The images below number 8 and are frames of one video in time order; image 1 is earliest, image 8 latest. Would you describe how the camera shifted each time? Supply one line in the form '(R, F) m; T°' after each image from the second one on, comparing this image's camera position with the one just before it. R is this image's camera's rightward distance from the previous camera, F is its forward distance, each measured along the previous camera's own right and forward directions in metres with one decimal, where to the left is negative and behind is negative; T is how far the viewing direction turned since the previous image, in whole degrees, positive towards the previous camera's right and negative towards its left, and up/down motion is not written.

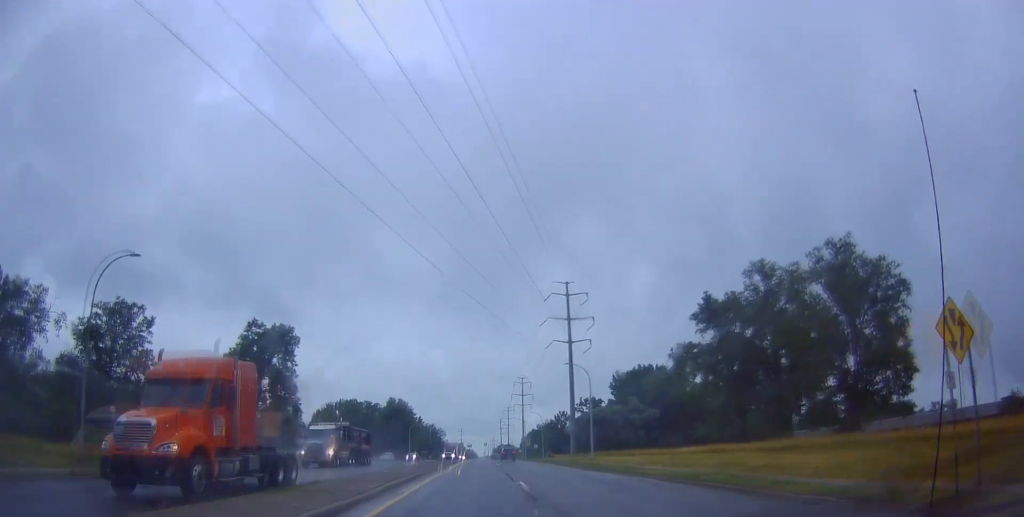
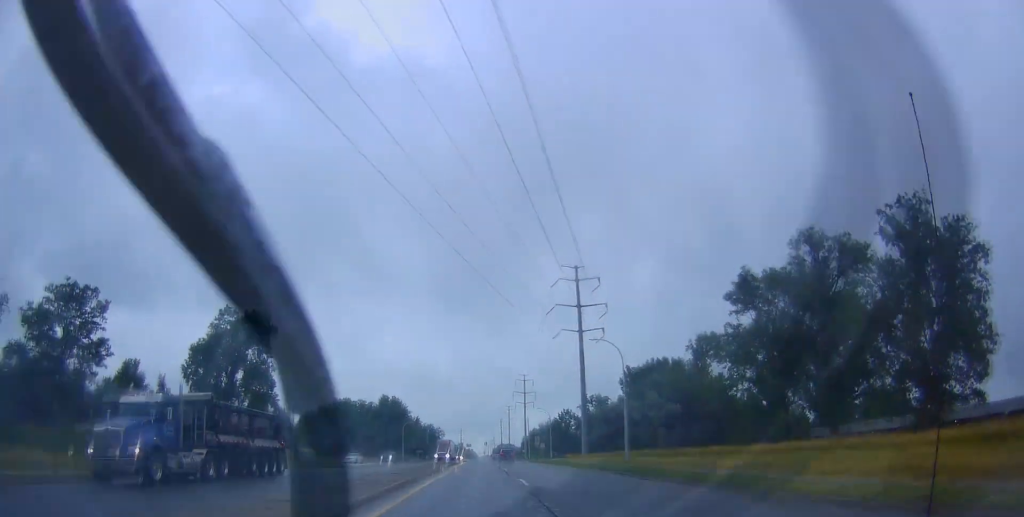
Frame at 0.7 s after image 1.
(-0.1, +13.5) m; 0°
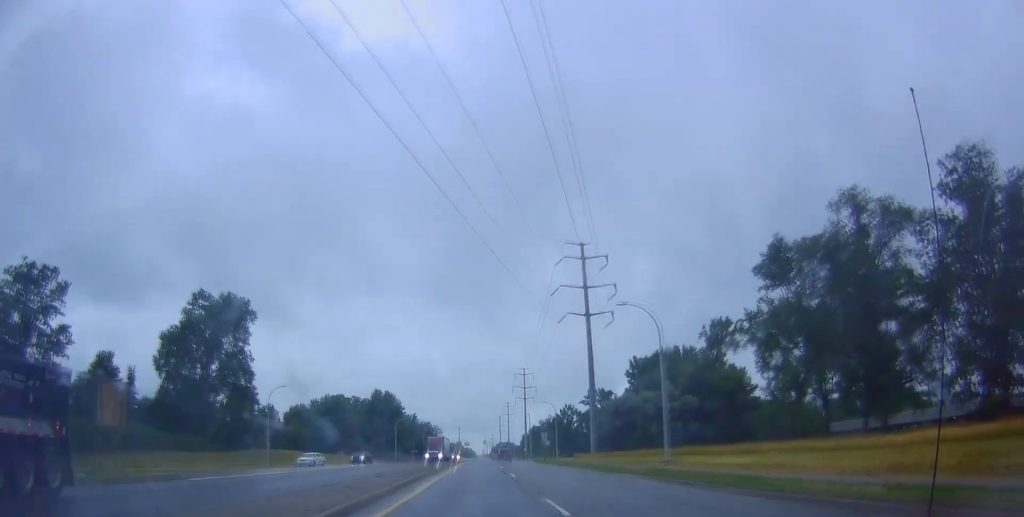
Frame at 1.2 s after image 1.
(+0.3, +9.6) m; +1°
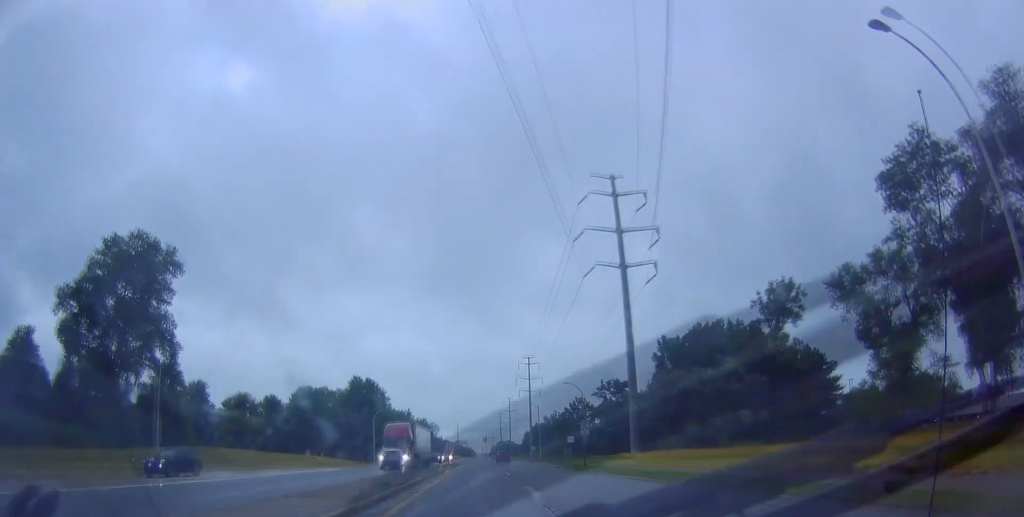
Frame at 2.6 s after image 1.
(-0.1, +26.4) m; 0°
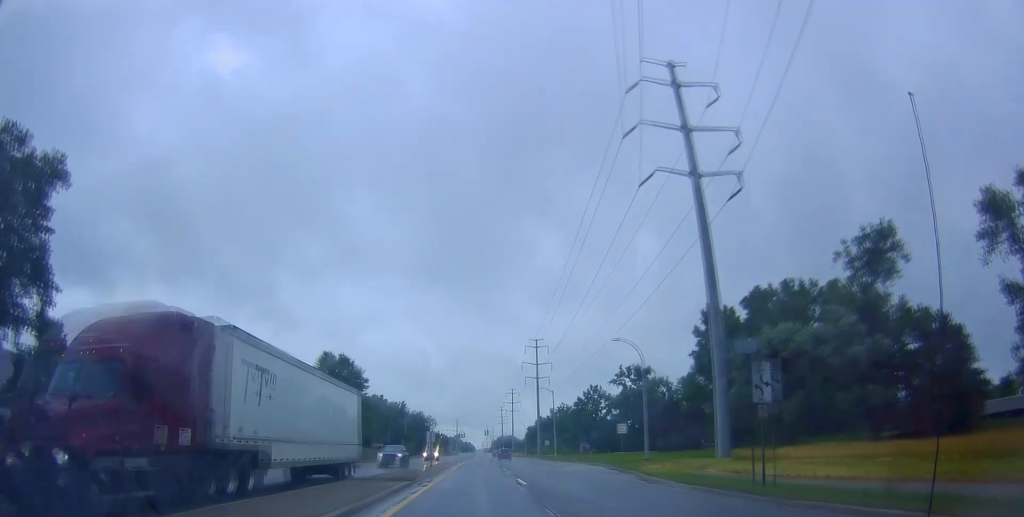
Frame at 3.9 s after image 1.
(0.0, +26.9) m; +1°
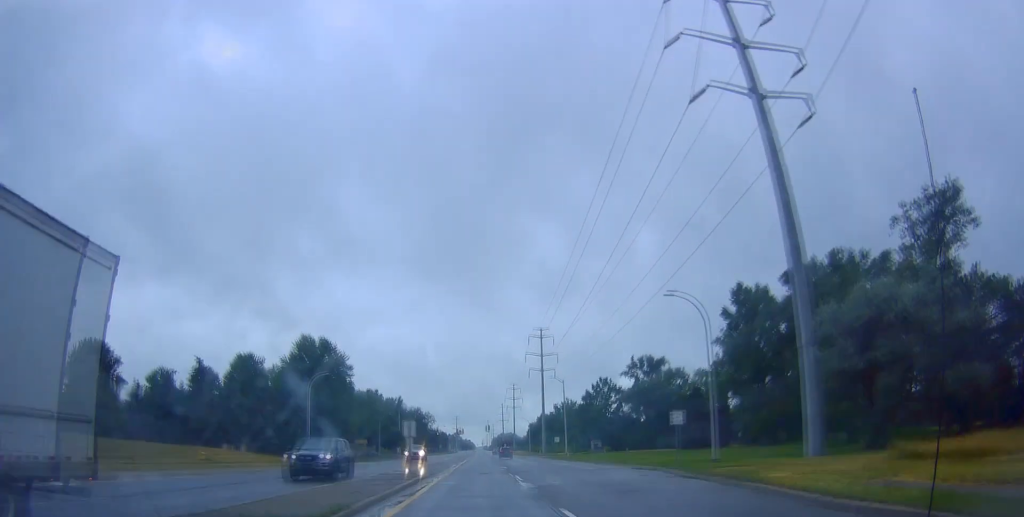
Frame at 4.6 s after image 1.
(-0.1, +13.9) m; +1°
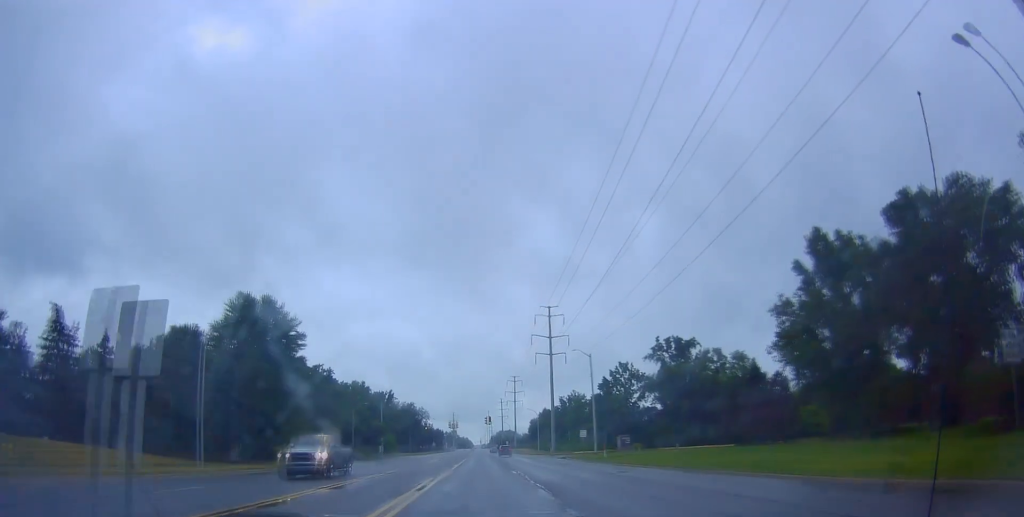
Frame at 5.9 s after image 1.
(+0.2, +25.4) m; -2°
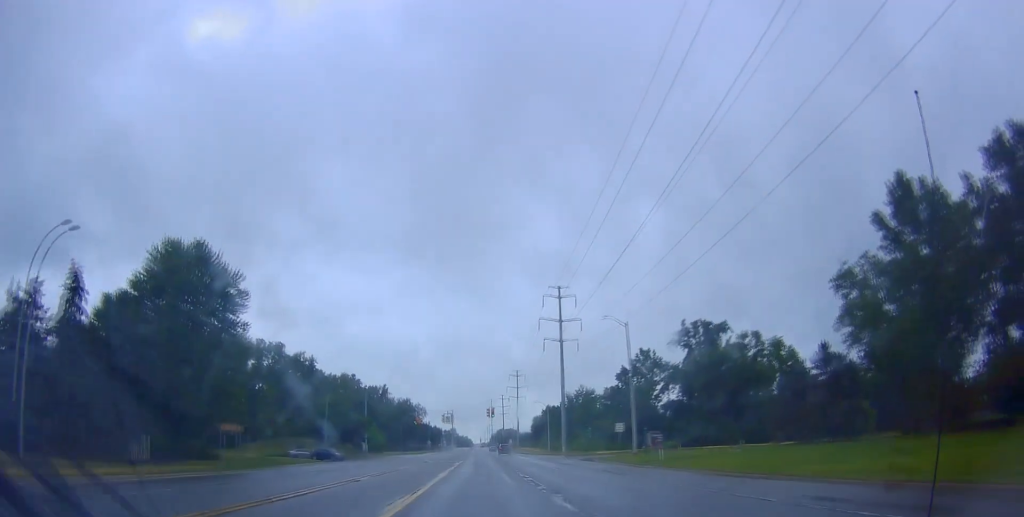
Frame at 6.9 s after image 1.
(-0.4, +18.1) m; -1°
